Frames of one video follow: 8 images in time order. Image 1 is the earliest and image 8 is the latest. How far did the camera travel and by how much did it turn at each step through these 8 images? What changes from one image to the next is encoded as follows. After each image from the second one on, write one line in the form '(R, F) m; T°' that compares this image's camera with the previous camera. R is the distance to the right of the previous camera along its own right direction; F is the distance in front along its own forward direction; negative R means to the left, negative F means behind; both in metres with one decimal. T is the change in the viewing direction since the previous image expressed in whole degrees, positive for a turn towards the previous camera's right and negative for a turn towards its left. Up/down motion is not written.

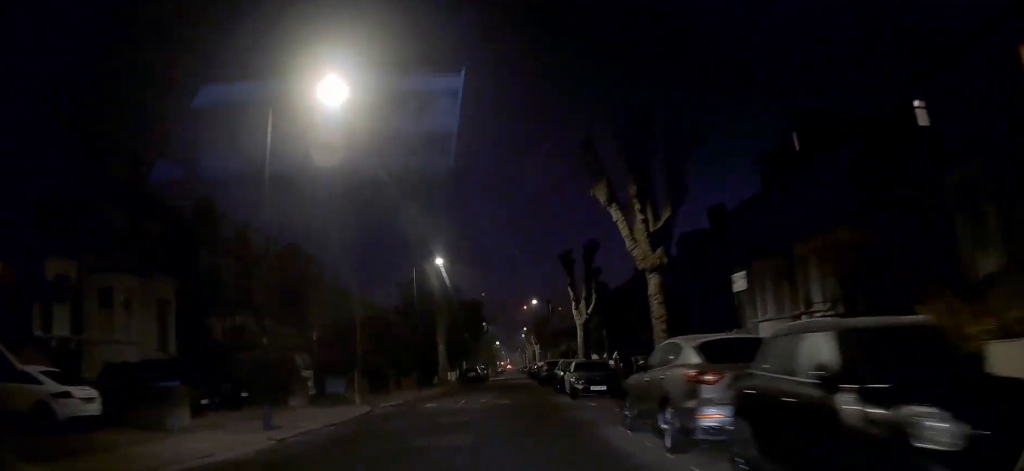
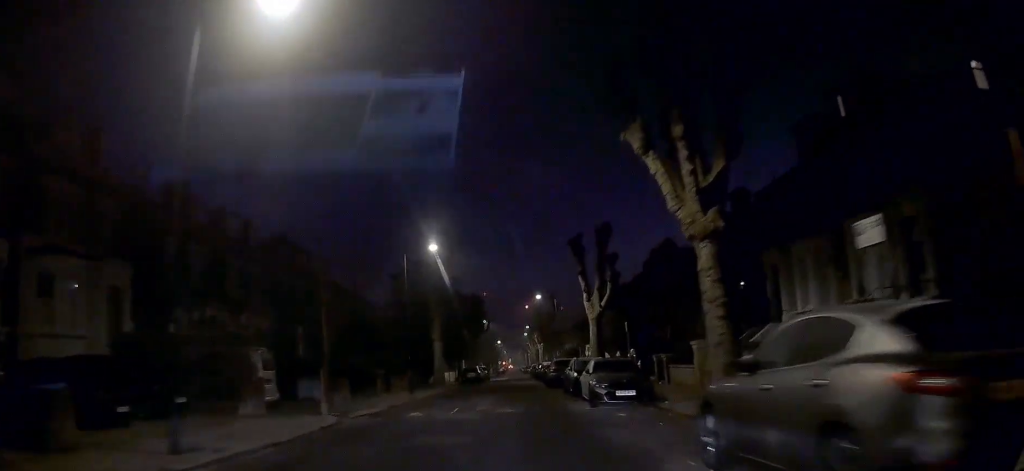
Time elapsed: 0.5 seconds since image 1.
(-0.2, +4.6) m; 0°
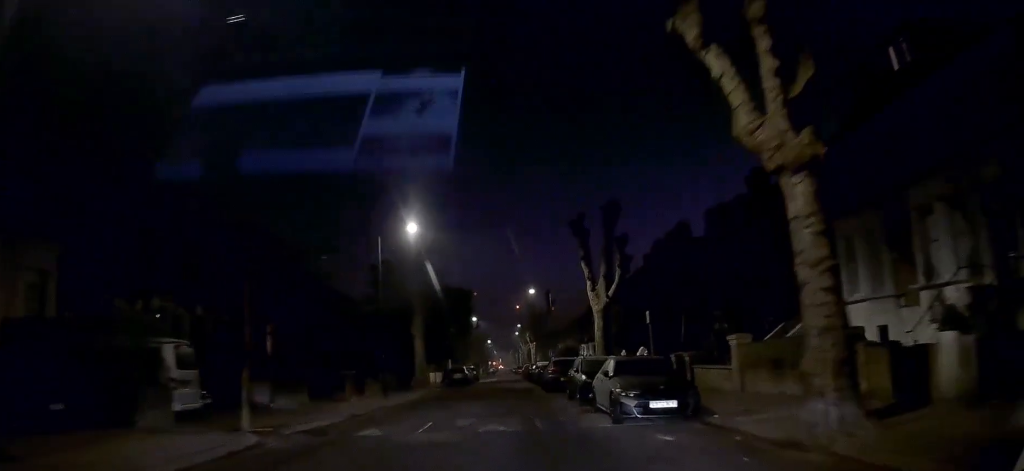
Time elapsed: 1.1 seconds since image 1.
(+0.1, +5.0) m; 0°
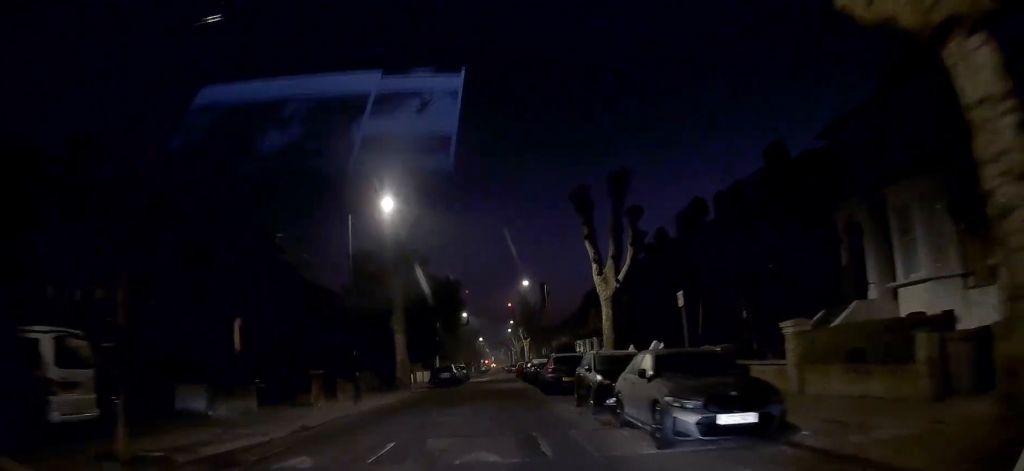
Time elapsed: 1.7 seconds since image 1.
(+0.2, +4.4) m; 0°
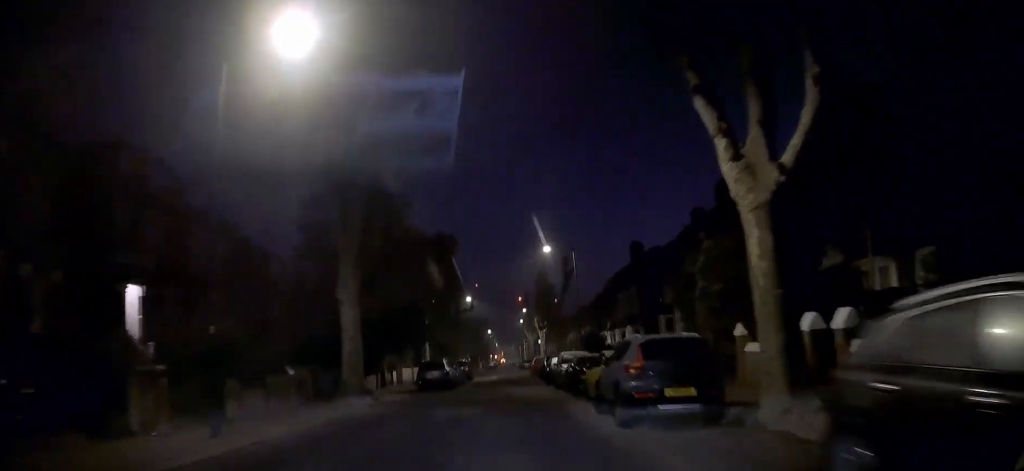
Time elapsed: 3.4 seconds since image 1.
(-0.2, +13.9) m; +1°
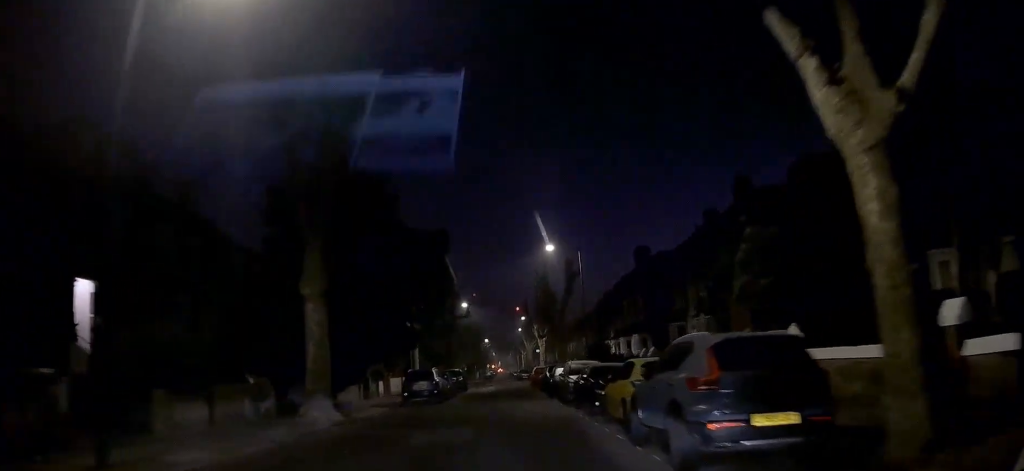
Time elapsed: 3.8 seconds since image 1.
(0.0, +3.8) m; +1°
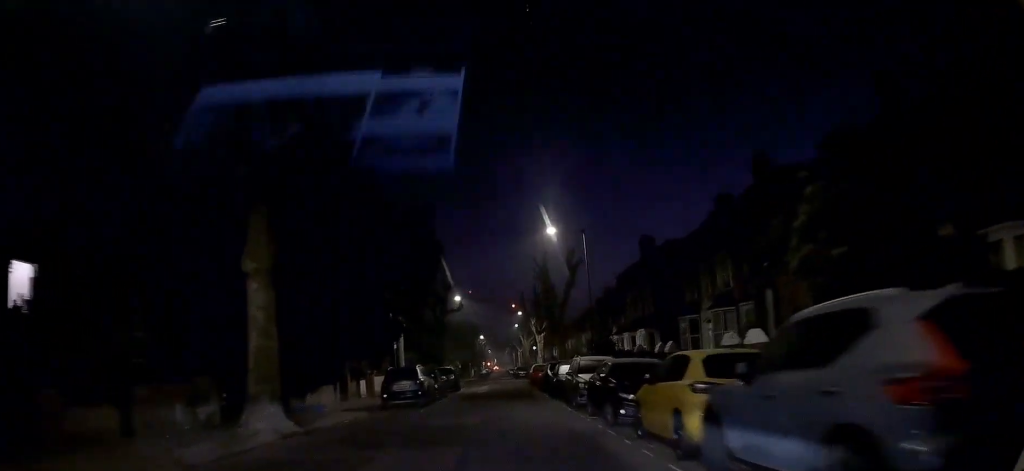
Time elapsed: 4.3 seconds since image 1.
(0.0, +3.9) m; -1°
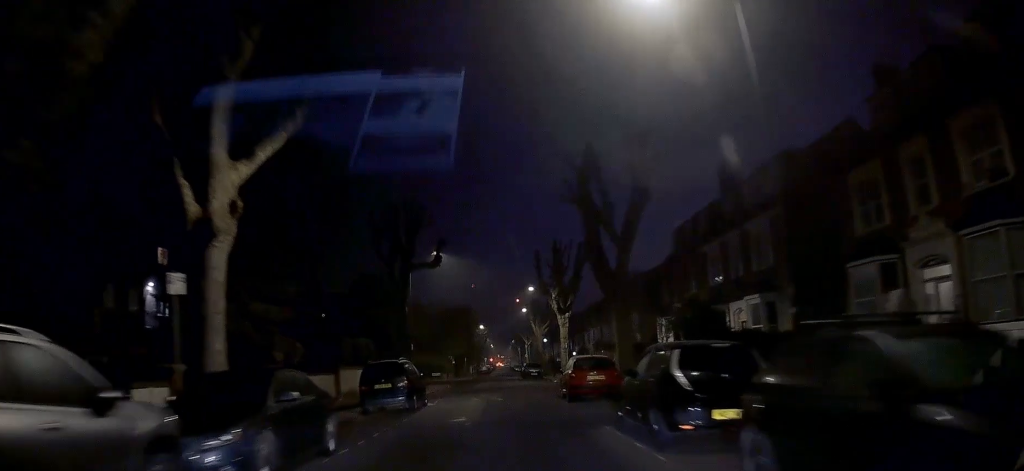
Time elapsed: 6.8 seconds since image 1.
(-0.6, +21.6) m; 0°
